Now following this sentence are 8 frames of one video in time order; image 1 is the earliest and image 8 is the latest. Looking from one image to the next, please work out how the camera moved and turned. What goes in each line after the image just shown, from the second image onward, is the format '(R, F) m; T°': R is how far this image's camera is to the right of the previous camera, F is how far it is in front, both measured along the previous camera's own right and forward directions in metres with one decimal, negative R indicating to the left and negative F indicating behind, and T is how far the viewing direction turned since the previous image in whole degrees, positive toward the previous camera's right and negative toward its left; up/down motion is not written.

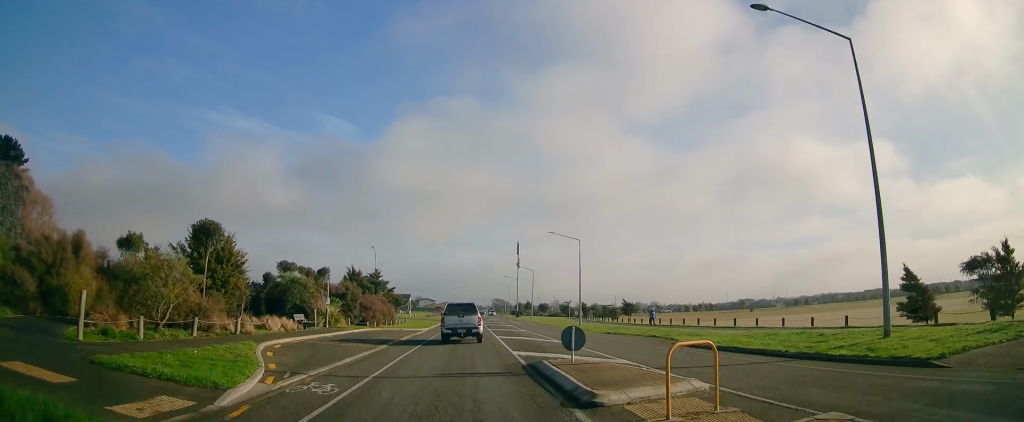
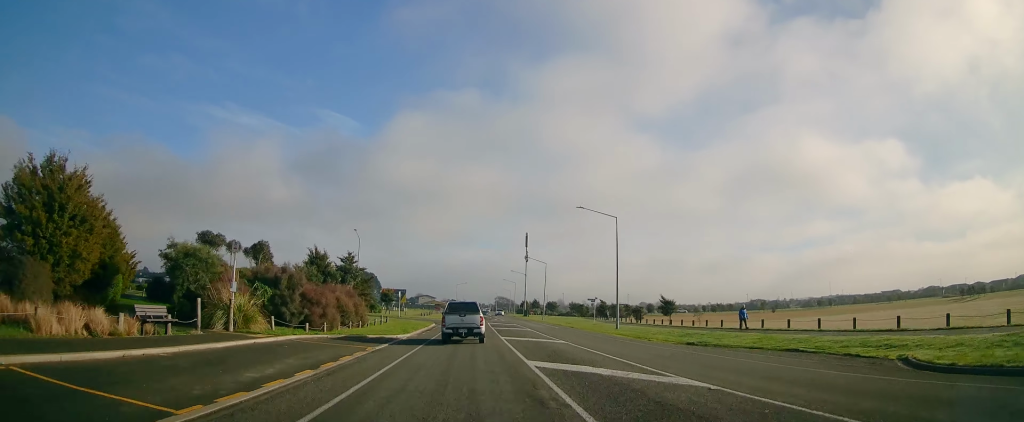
(+0.3, +15.9) m; +2°
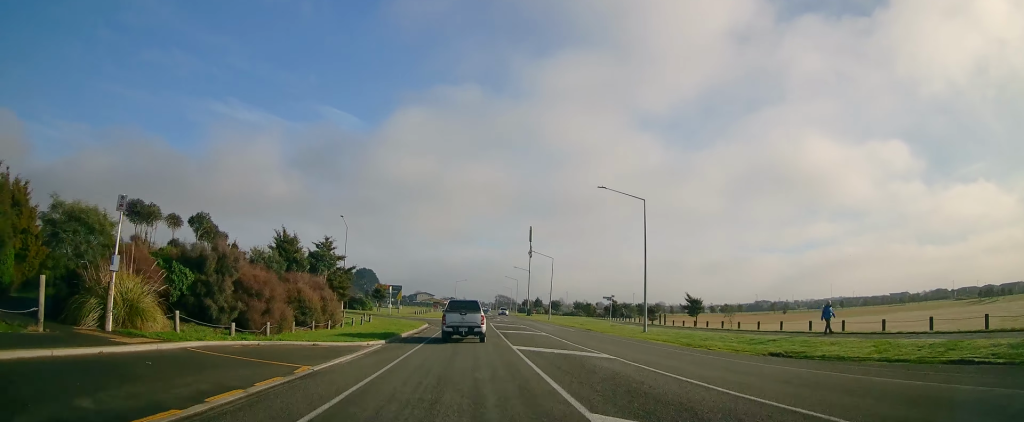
(+0.4, +8.1) m; 0°
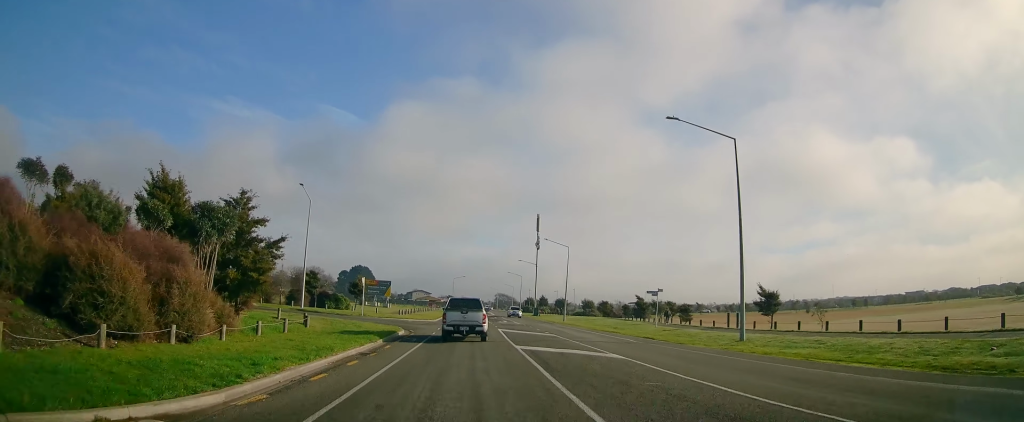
(-0.7, +15.8) m; -3°
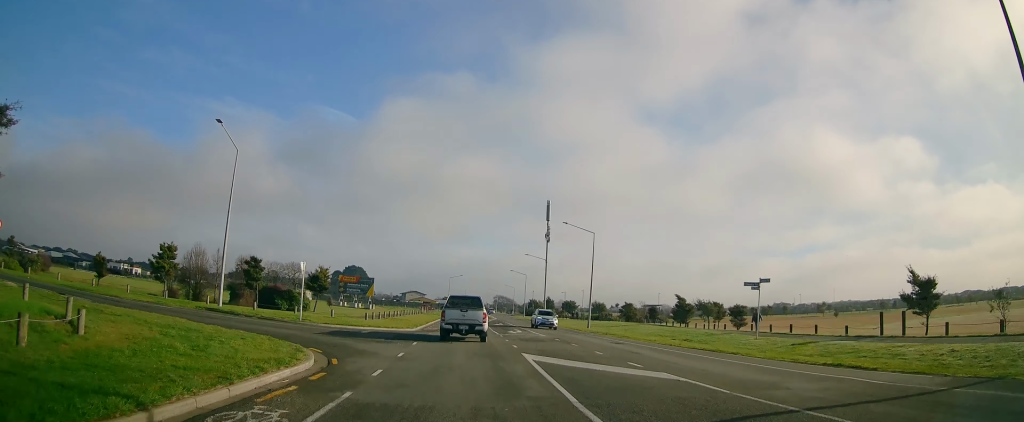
(0.0, +17.2) m; +3°
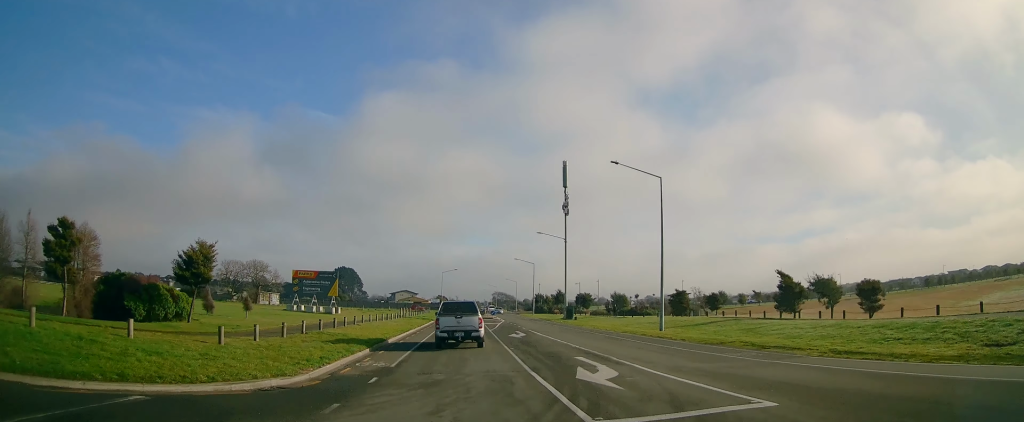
(+0.2, +23.3) m; -1°
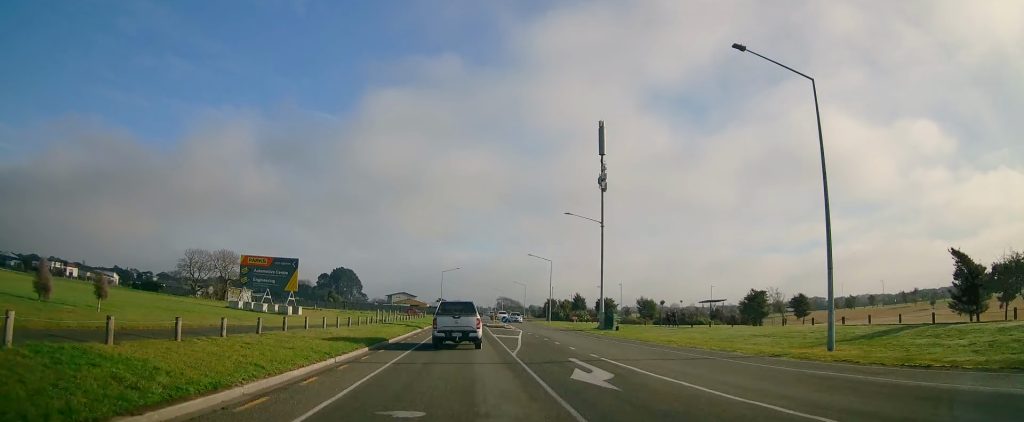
(0.0, +17.7) m; 0°
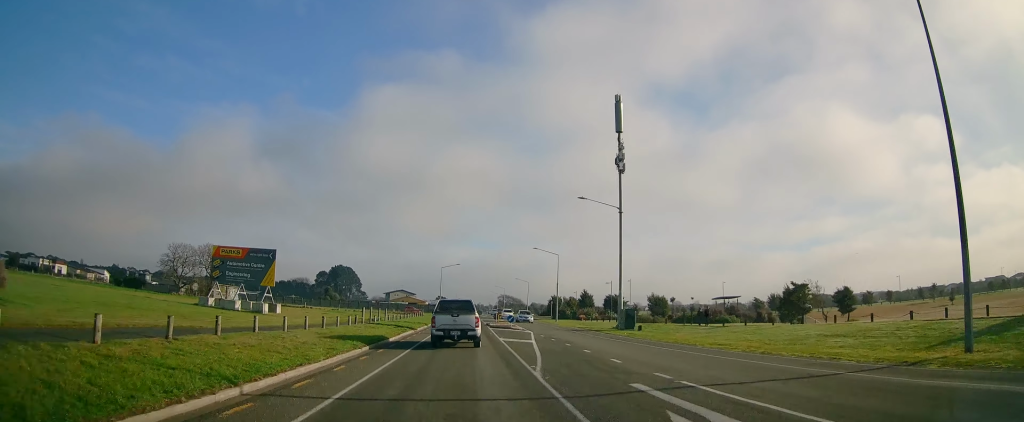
(0.0, +6.4) m; 0°
